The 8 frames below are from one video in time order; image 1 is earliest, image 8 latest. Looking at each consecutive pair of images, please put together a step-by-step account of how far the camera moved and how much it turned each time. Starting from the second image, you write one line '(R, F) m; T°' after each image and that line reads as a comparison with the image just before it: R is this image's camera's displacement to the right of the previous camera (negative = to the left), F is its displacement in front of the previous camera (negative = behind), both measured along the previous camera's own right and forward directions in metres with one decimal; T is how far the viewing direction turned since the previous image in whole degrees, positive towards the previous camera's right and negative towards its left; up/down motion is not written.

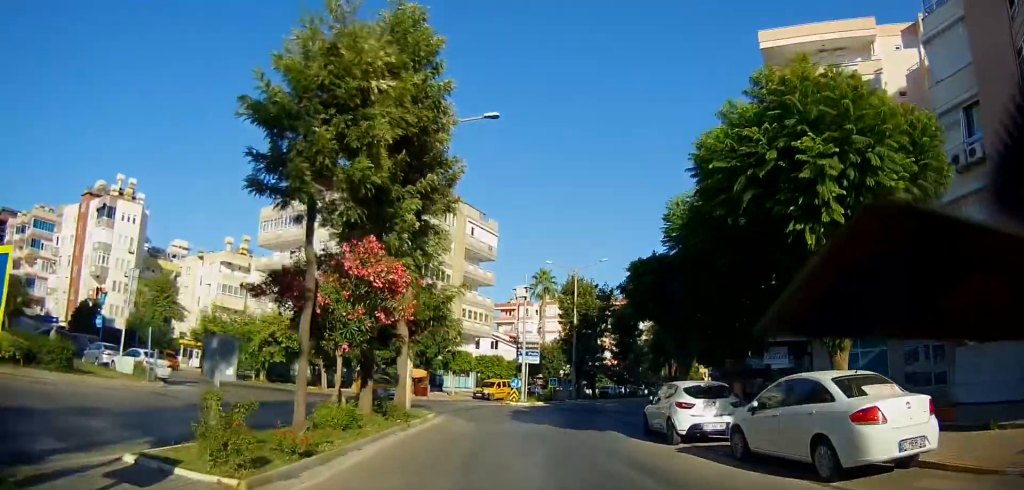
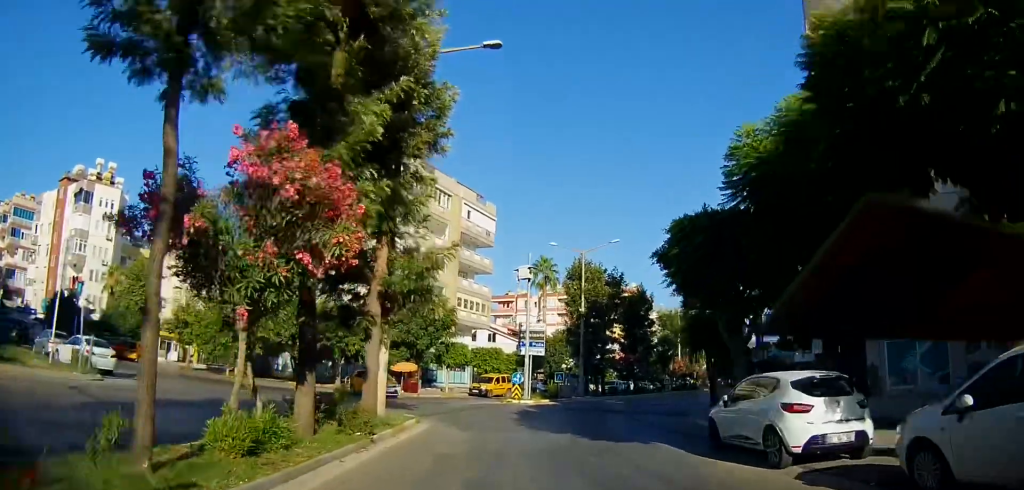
(0.0, +4.9) m; 0°
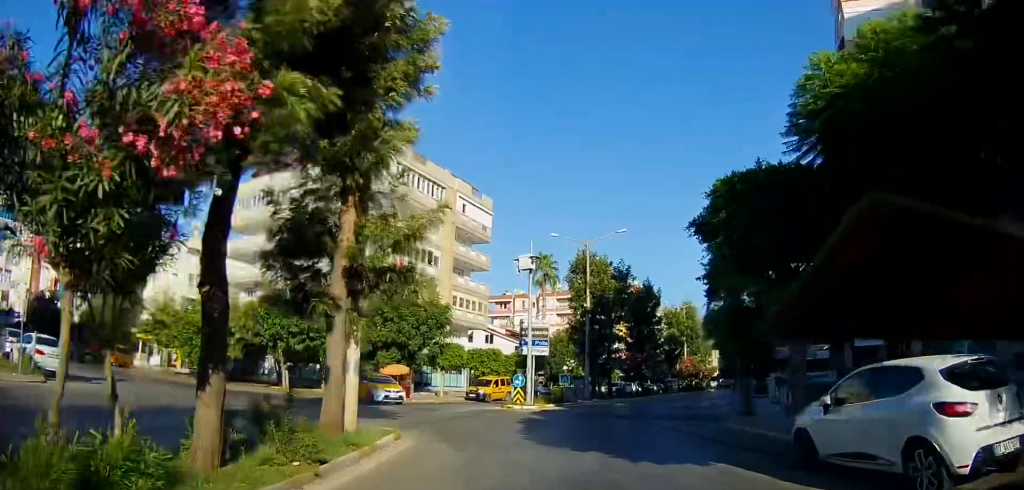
(0.0, +3.5) m; 0°
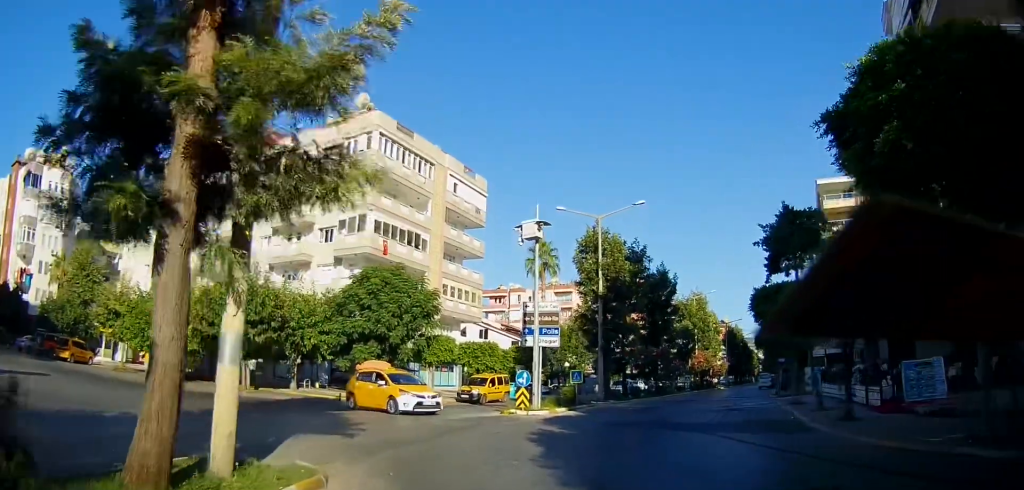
(0.0, +6.3) m; +1°
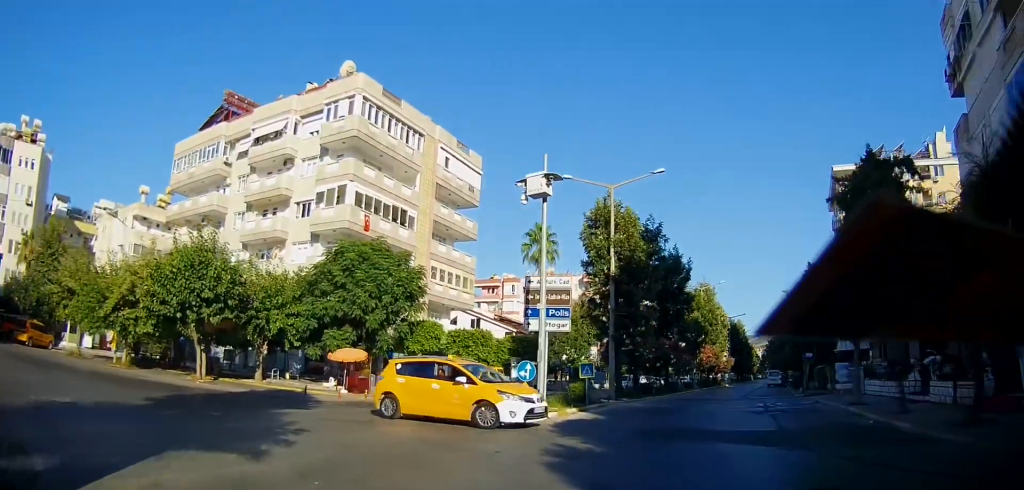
(+0.1, +5.0) m; 0°
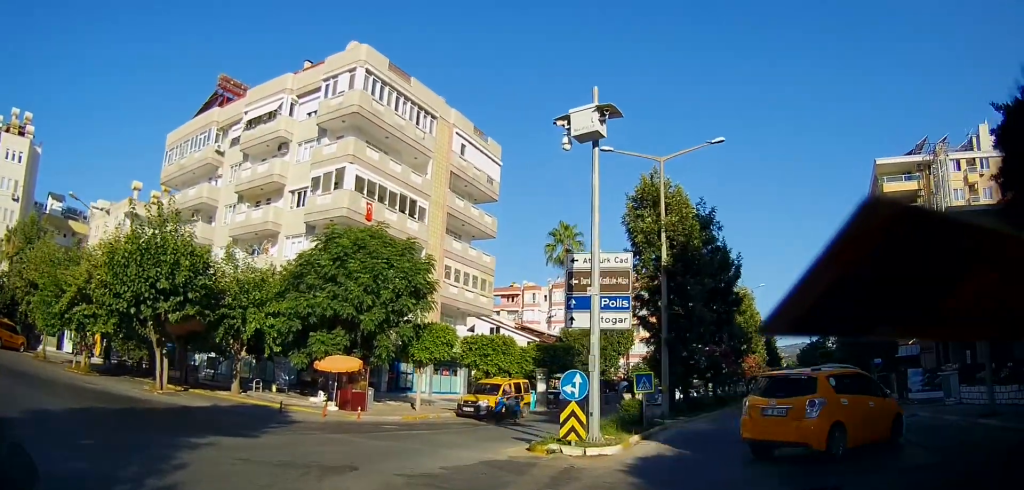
(-0.4, +6.3) m; -12°
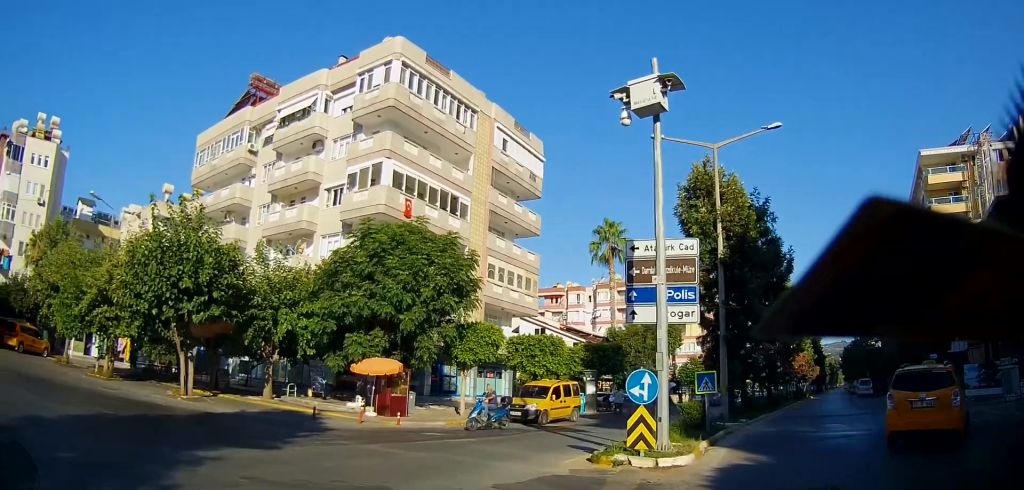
(0.0, +1.6) m; -8°
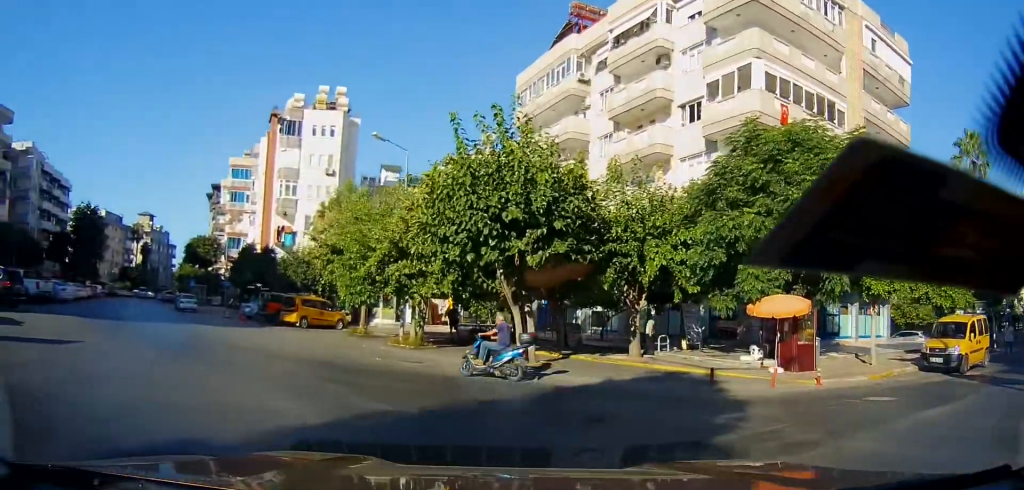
(-1.5, +5.1) m; -32°
